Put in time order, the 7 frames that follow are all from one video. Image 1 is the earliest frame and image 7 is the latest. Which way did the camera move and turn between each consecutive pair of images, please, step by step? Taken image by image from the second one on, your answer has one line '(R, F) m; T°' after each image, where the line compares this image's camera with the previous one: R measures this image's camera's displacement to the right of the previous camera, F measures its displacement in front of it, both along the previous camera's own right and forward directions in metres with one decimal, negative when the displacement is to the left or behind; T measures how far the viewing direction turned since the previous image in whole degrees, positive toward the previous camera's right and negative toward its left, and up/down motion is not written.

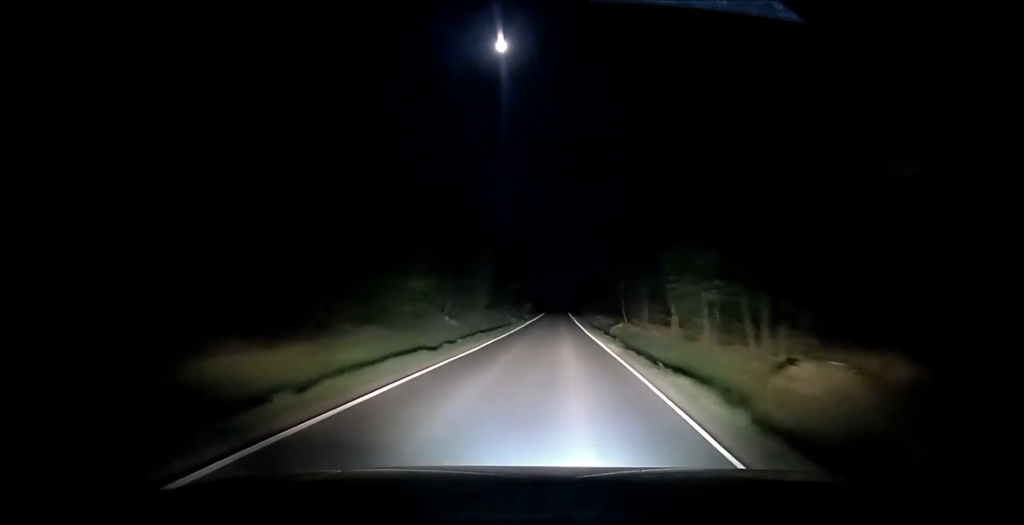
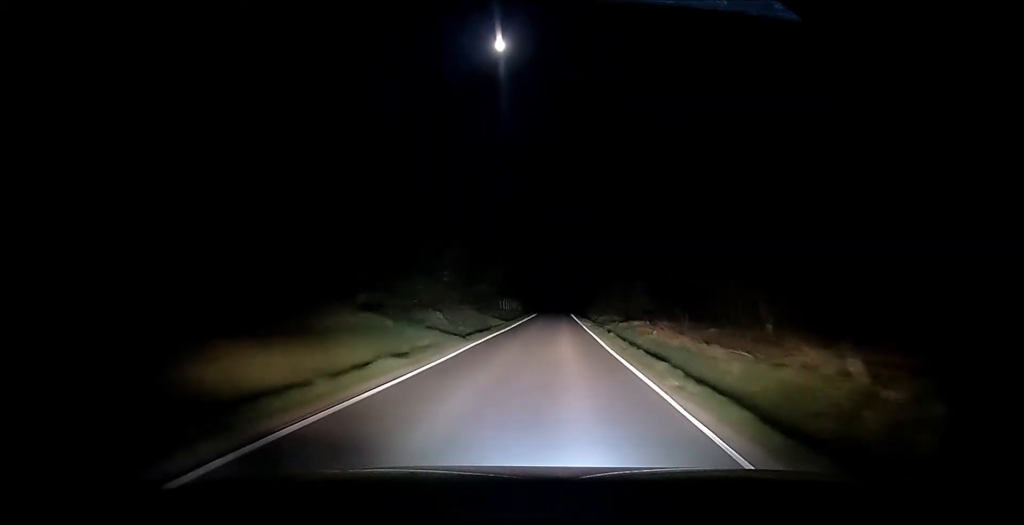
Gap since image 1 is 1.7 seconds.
(-0.1, +35.7) m; 0°
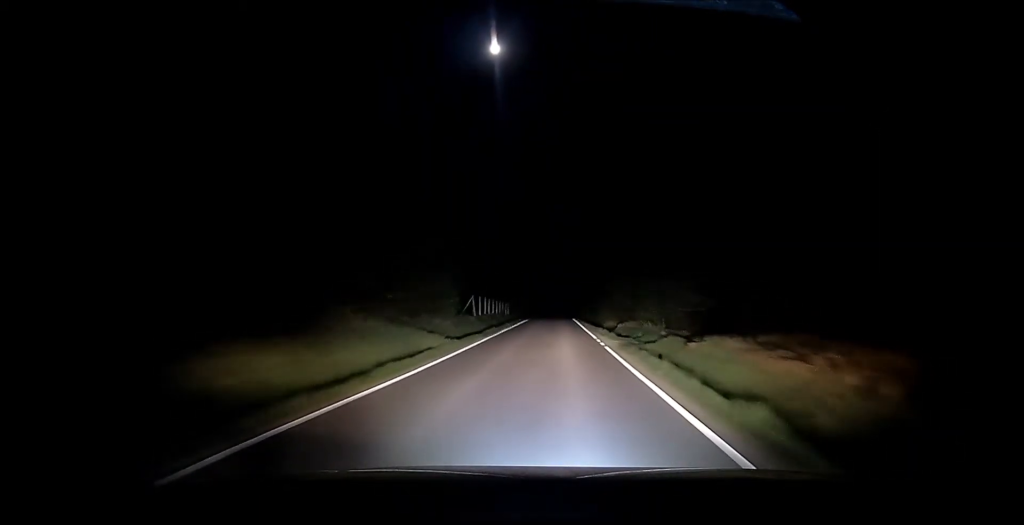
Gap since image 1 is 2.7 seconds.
(-0.2, +20.7) m; 0°
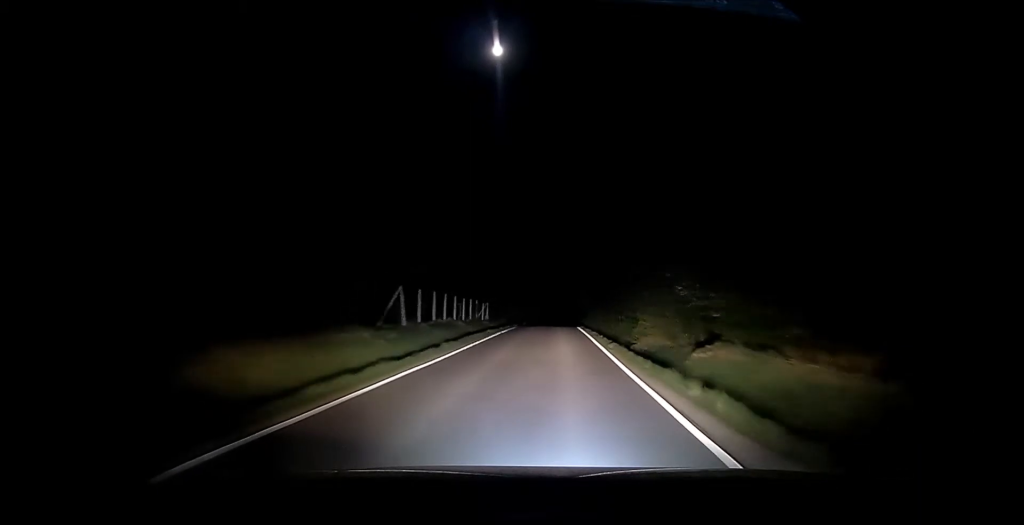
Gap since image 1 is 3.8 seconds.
(+0.2, +22.4) m; 0°
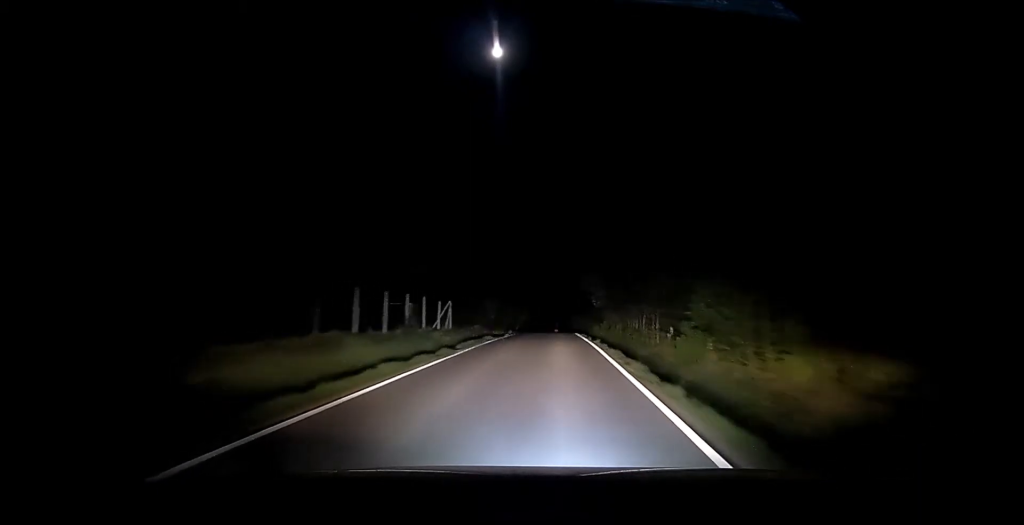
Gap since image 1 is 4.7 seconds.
(0.0, +19.7) m; 0°
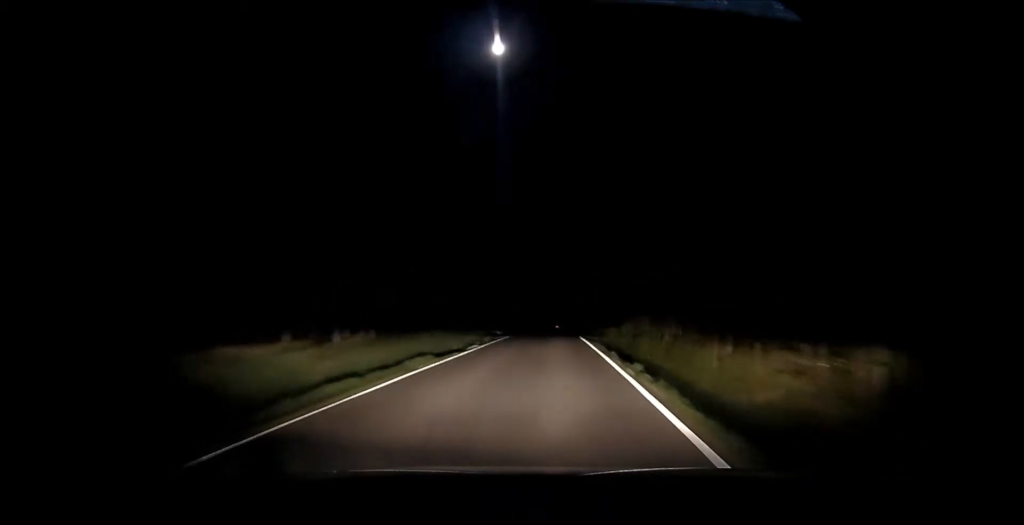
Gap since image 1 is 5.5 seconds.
(0.0, +16.1) m; 0°
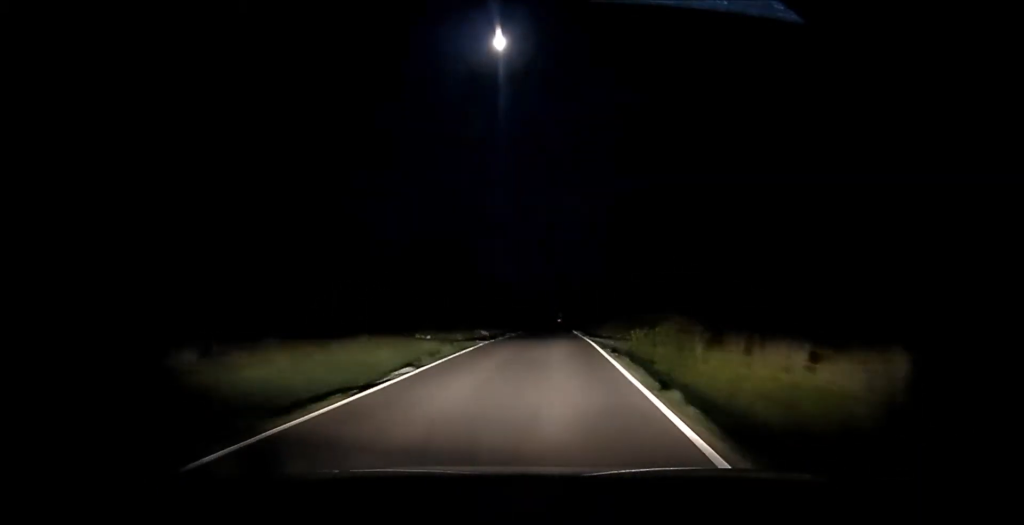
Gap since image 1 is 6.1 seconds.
(0.0, +11.9) m; 0°
